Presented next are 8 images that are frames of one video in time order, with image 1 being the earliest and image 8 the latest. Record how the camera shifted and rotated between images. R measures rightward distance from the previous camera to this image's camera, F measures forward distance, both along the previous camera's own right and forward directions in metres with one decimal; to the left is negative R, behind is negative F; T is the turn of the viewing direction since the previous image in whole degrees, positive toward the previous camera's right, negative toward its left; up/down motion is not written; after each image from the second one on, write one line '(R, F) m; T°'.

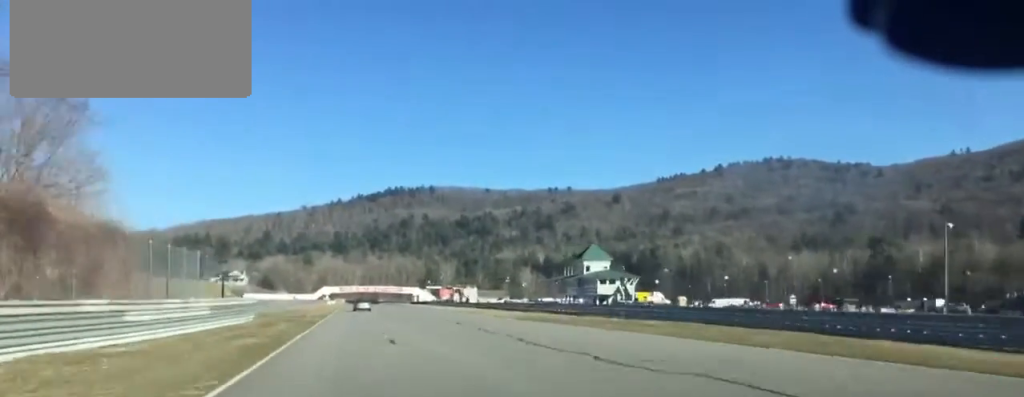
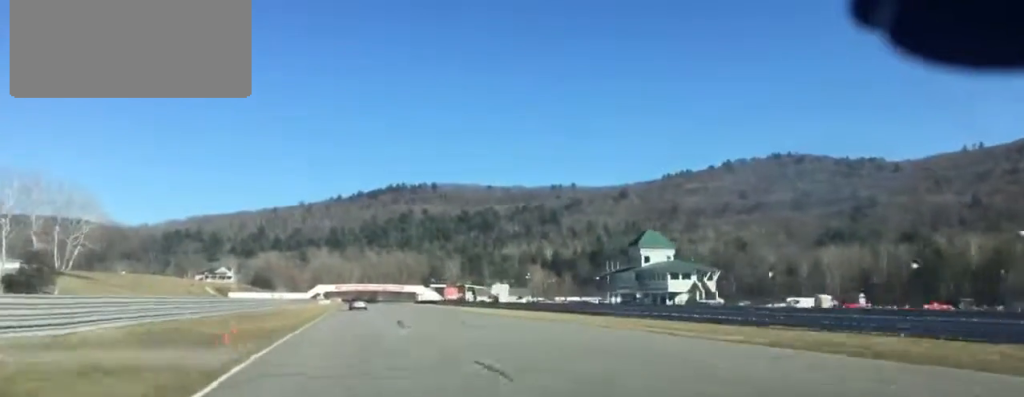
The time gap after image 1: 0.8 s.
(+0.2, +36.6) m; 0°
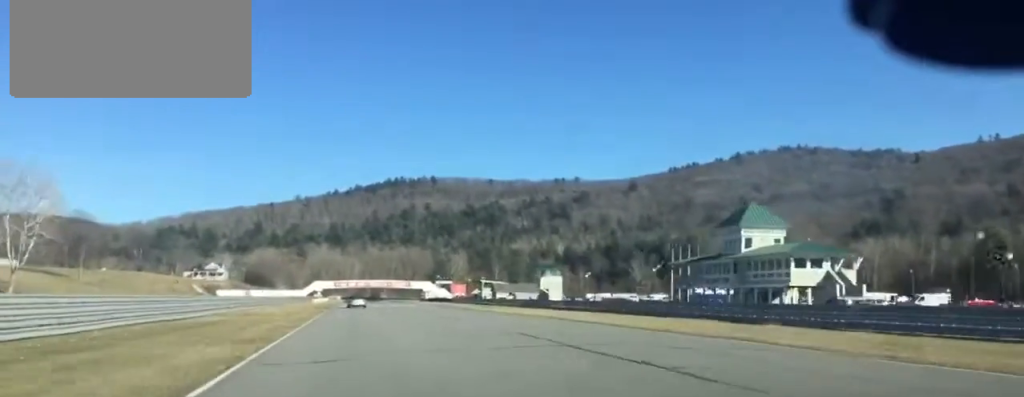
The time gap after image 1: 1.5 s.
(-0.2, +35.7) m; 0°
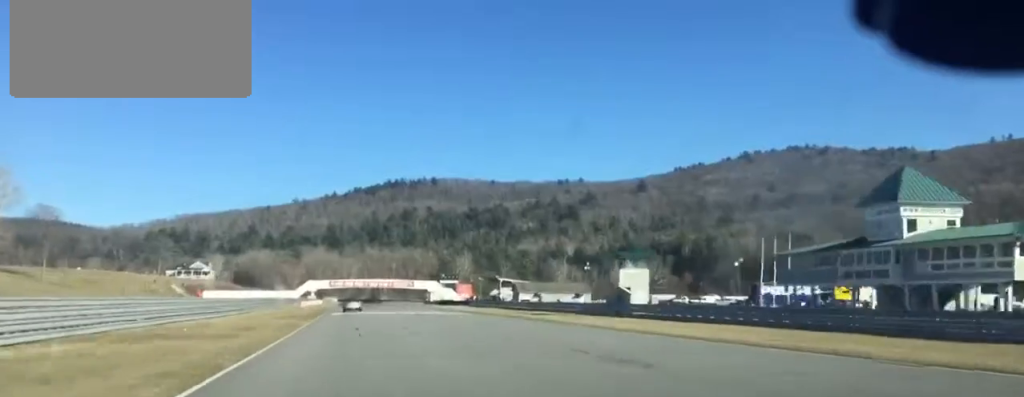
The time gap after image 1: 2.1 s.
(-0.1, +29.5) m; 0°
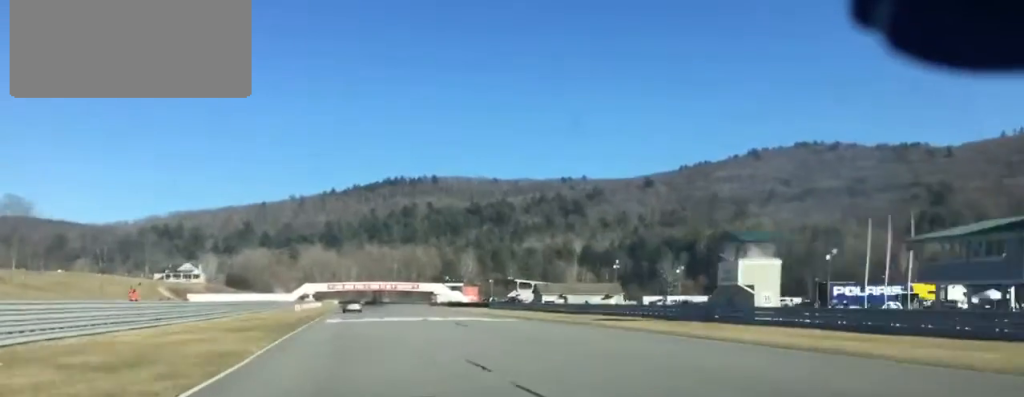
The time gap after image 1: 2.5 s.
(+0.2, +21.5) m; 0°
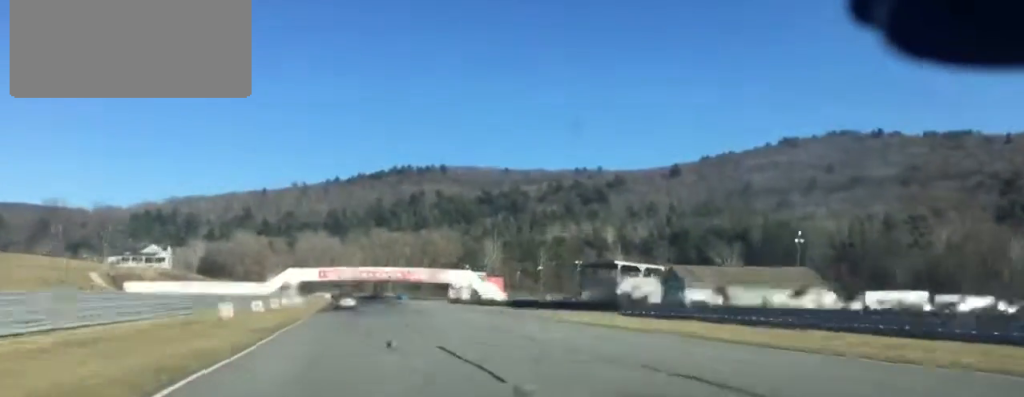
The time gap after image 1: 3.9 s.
(-0.6, +65.8) m; 0°
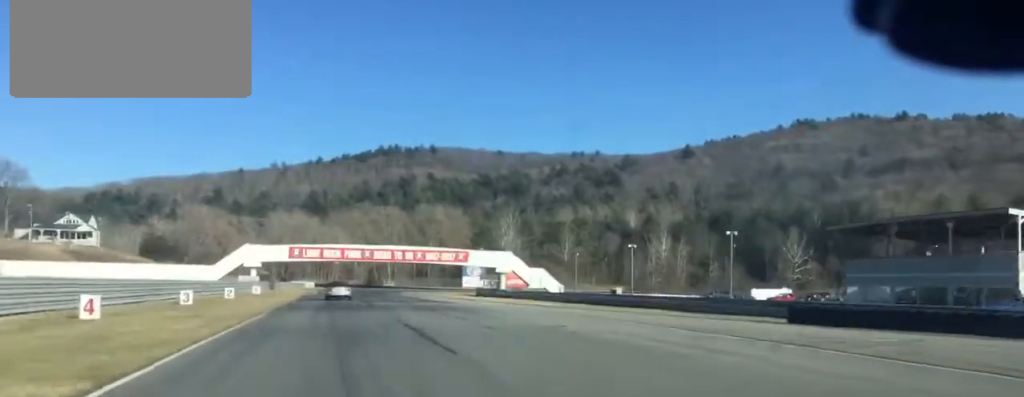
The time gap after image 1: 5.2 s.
(+1.4, +63.0) m; +1°
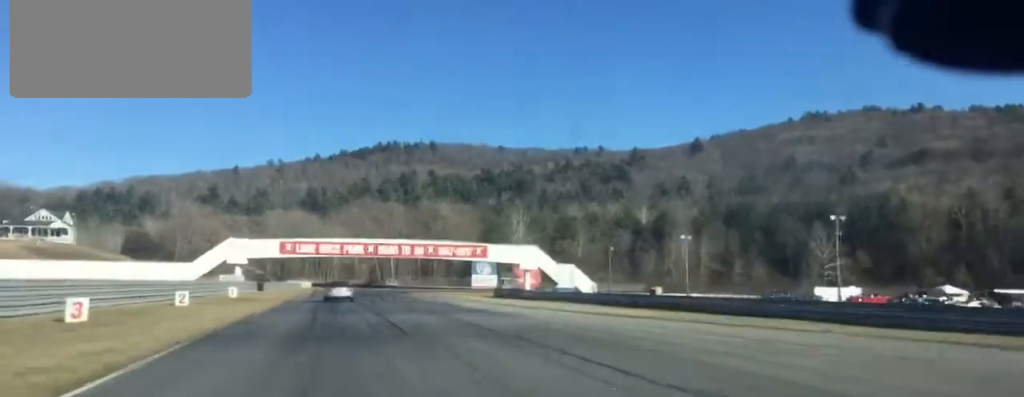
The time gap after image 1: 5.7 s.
(0.0, +18.7) m; 0°
